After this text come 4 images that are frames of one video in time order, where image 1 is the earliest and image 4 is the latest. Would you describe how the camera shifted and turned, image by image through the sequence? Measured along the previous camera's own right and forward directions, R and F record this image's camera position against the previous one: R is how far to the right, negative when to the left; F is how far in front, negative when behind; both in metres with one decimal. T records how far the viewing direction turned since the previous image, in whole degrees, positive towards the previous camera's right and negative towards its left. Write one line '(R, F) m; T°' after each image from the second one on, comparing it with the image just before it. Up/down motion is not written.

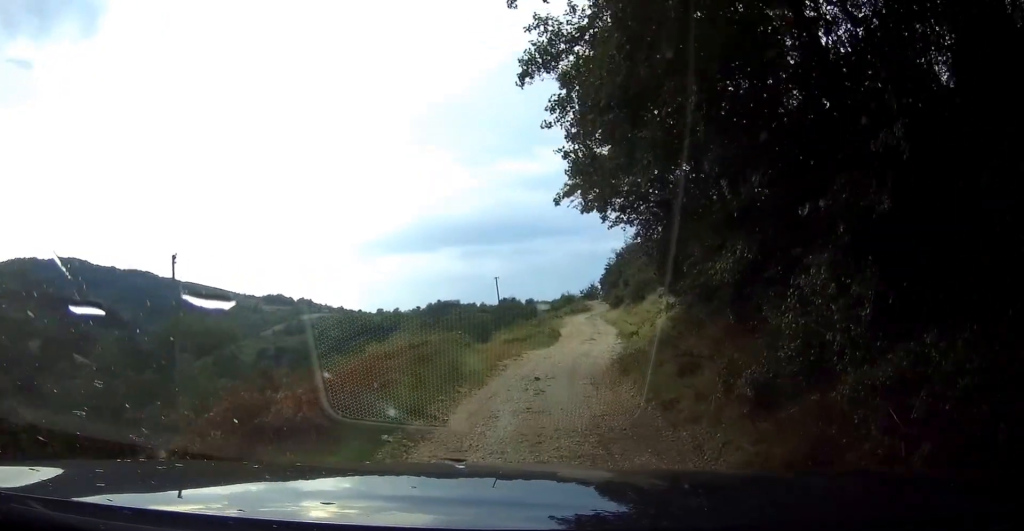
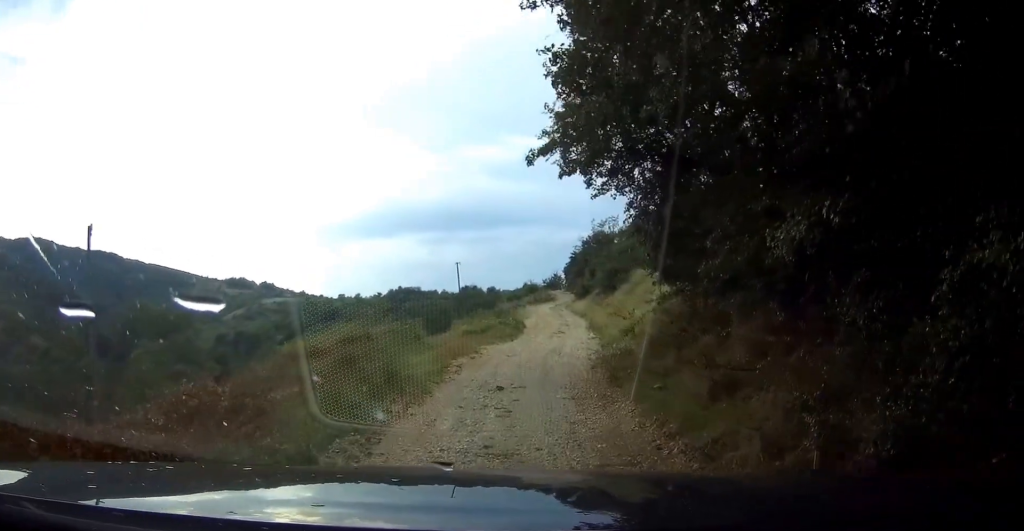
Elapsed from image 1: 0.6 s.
(0.0, +3.7) m; 0°
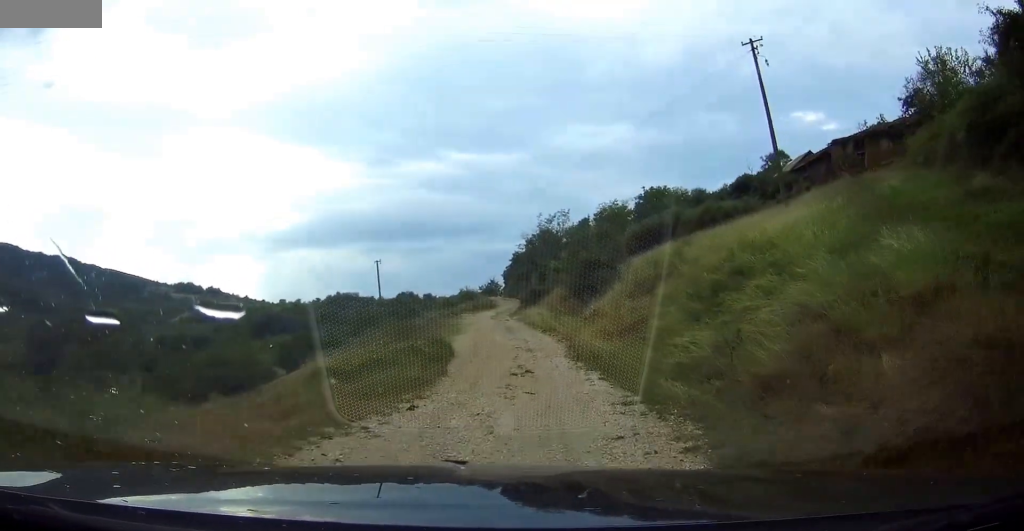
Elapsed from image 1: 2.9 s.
(+0.5, +15.1) m; +7°
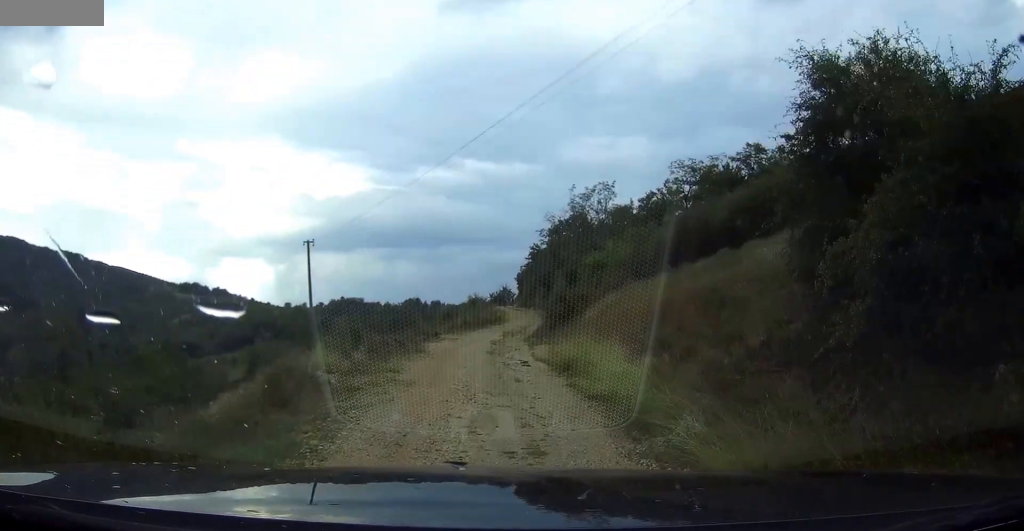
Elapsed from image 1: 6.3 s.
(+1.3, +24.9) m; 0°
